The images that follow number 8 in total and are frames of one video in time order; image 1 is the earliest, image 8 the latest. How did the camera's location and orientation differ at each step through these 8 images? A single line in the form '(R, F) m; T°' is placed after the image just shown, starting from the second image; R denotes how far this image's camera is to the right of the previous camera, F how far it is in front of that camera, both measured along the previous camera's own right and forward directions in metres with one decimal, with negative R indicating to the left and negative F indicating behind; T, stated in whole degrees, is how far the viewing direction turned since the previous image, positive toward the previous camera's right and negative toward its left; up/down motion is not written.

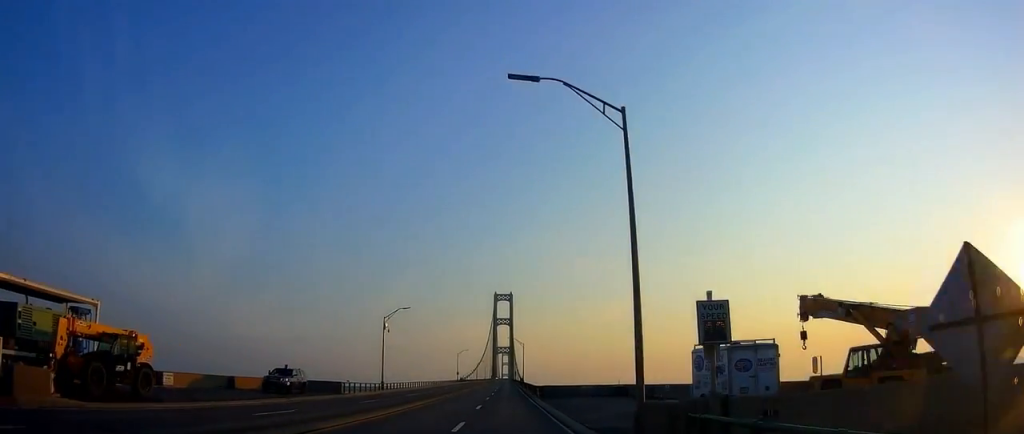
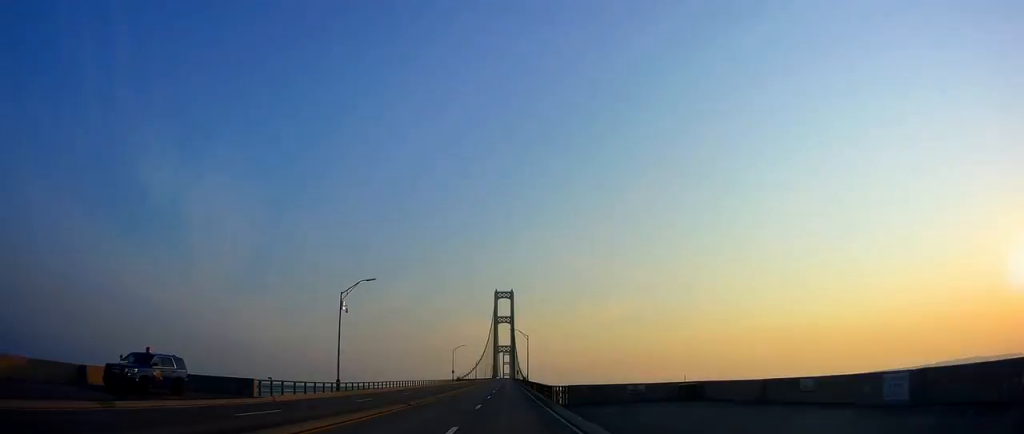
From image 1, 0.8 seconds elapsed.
(+0.2, +16.4) m; 0°
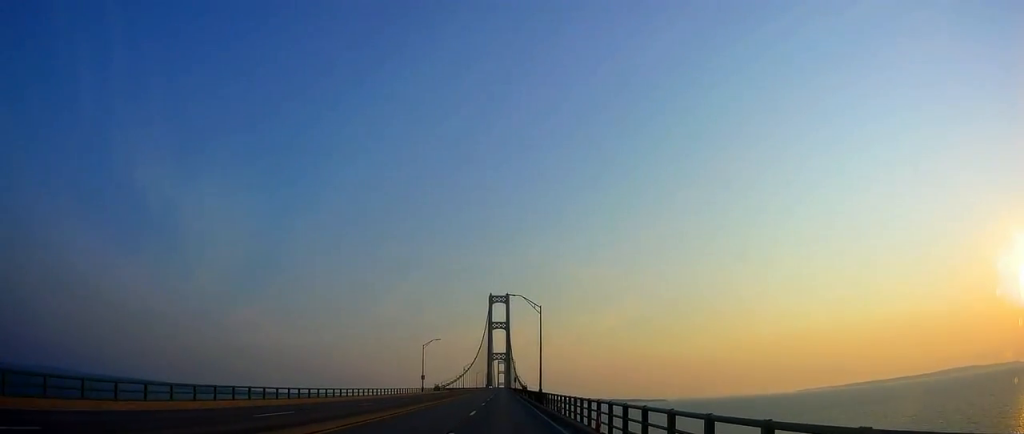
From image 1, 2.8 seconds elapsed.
(-0.7, +43.1) m; 0°
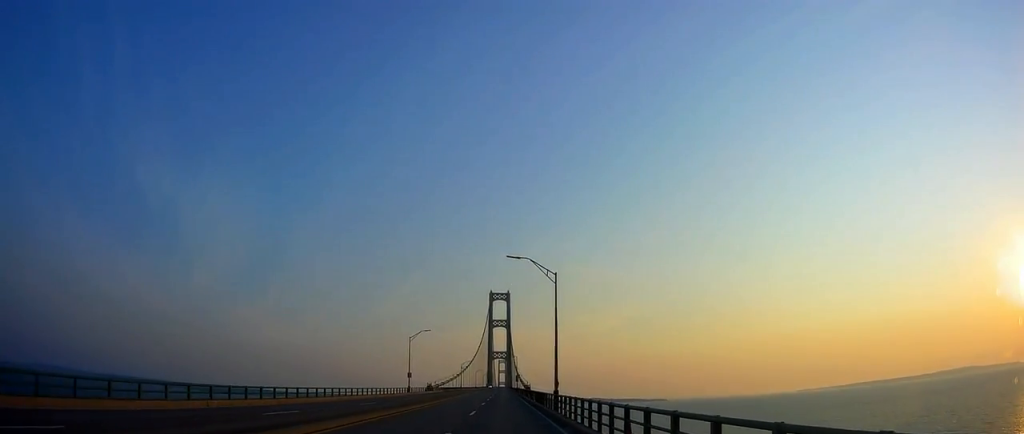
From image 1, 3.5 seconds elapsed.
(+0.2, +14.7) m; +1°
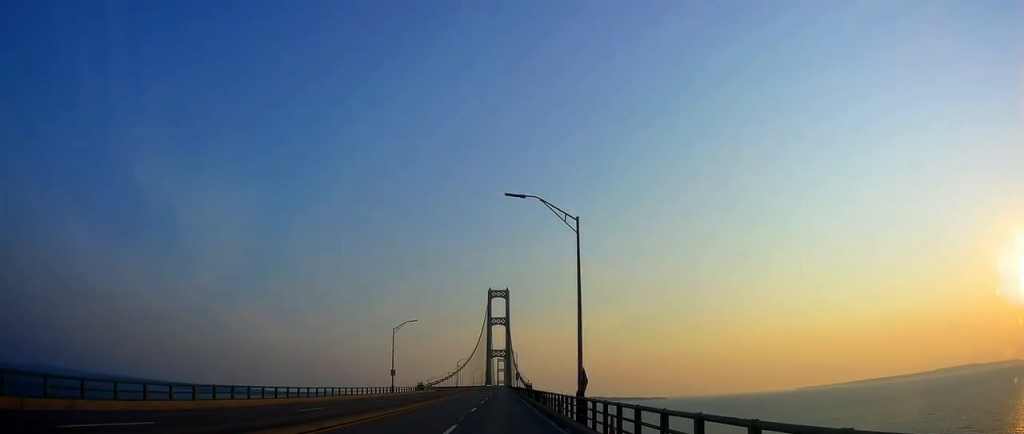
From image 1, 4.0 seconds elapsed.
(+0.1, +12.0) m; 0°
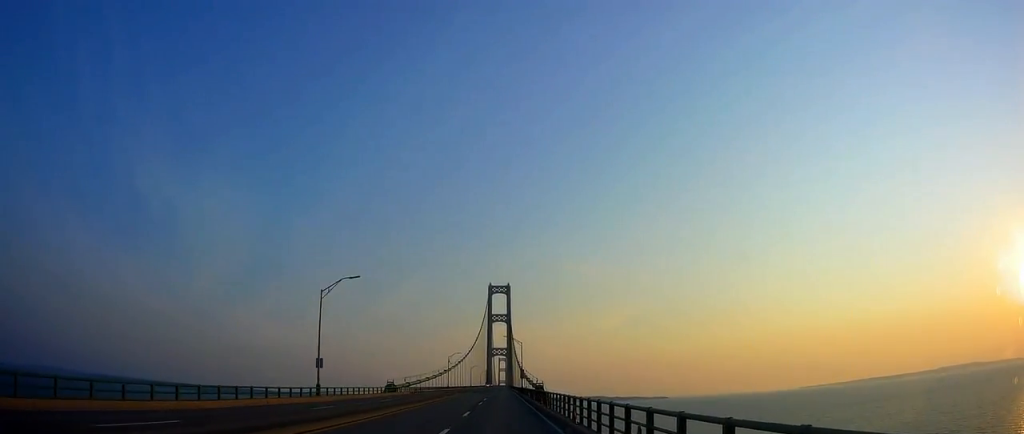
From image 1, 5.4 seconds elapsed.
(0.0, +31.4) m; 0°
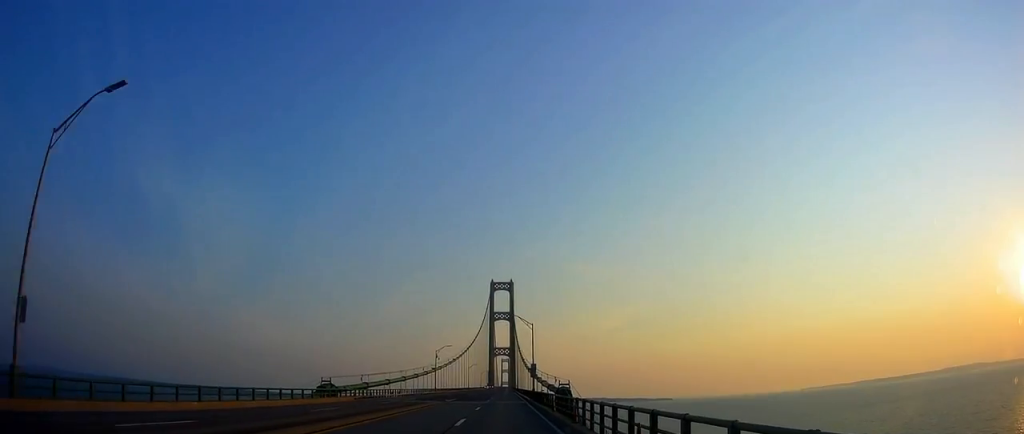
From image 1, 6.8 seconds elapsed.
(-0.2, +34.4) m; -1°
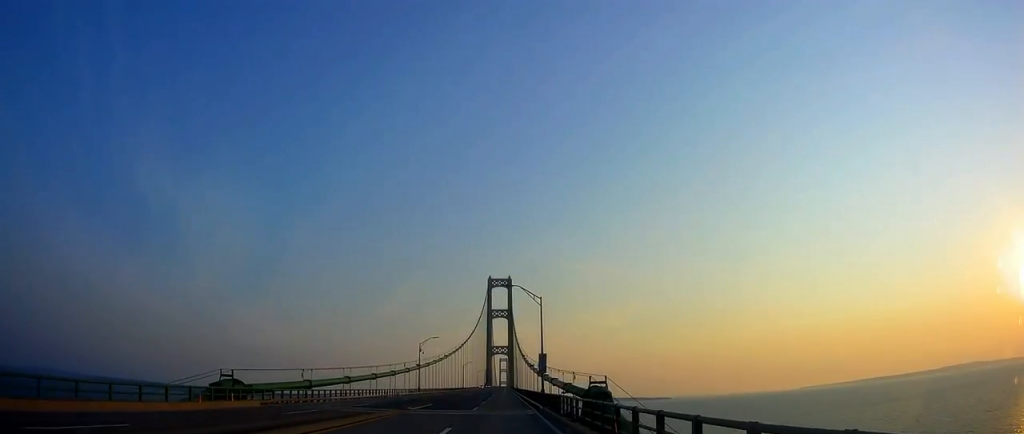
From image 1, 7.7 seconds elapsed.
(-0.2, +22.6) m; 0°
